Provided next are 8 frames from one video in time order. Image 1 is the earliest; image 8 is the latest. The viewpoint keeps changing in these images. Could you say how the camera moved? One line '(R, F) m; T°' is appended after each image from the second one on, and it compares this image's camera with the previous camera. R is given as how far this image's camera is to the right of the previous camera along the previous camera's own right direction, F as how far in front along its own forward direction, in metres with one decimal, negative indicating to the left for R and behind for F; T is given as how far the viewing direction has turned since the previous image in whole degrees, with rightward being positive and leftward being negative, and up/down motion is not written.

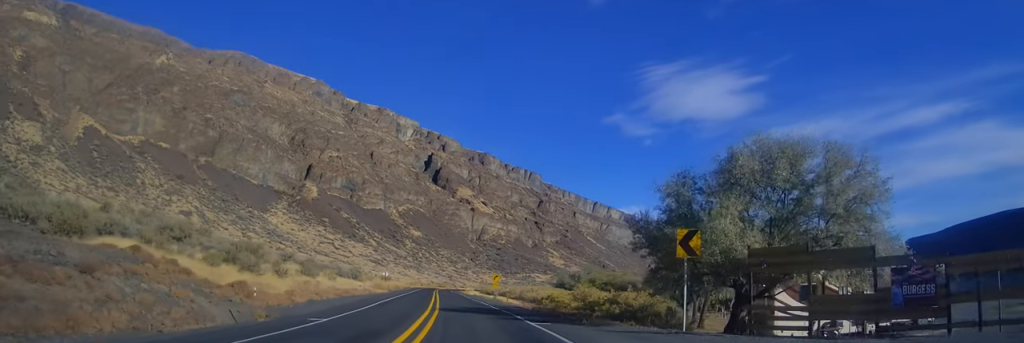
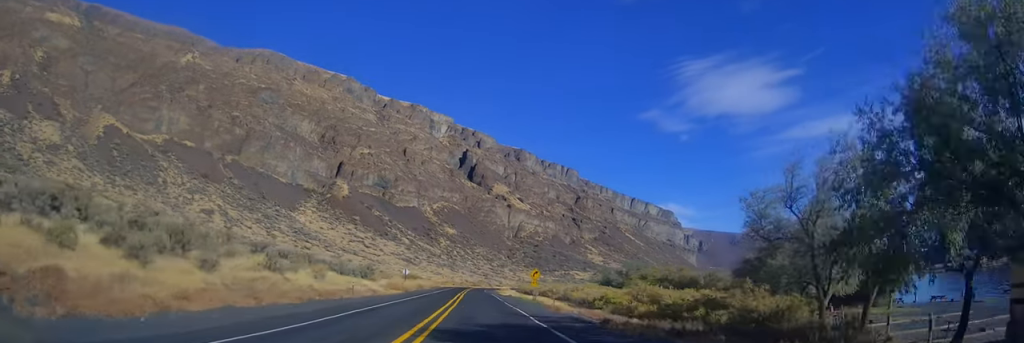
(-1.0, +14.6) m; -4°
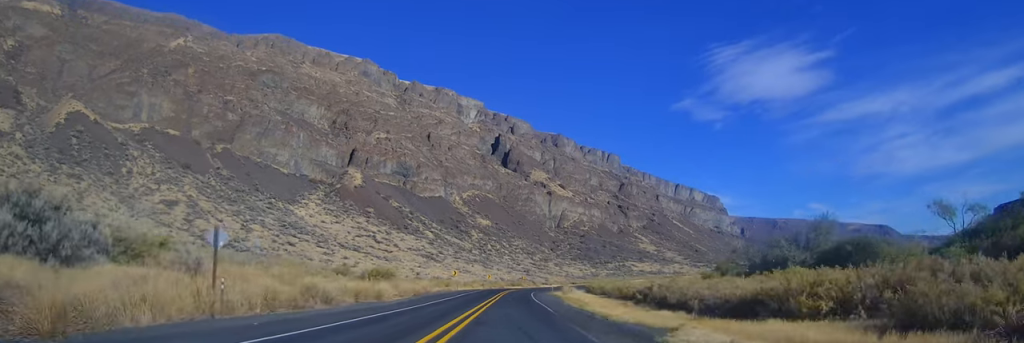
(-5.6, +66.1) m; -8°
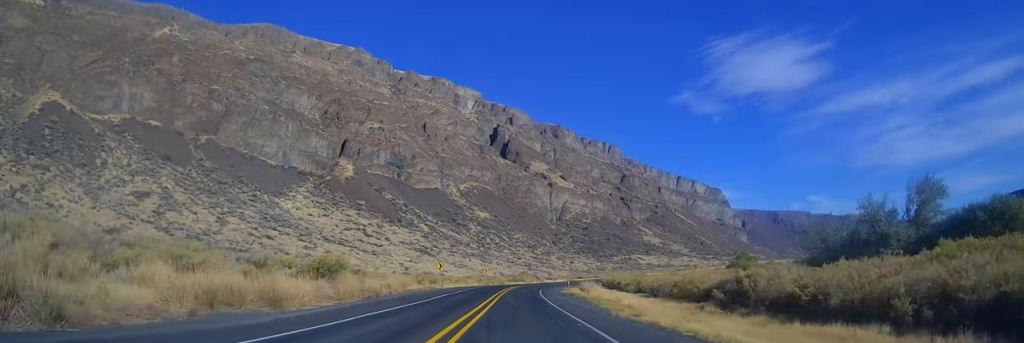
(-0.2, +19.5) m; 0°
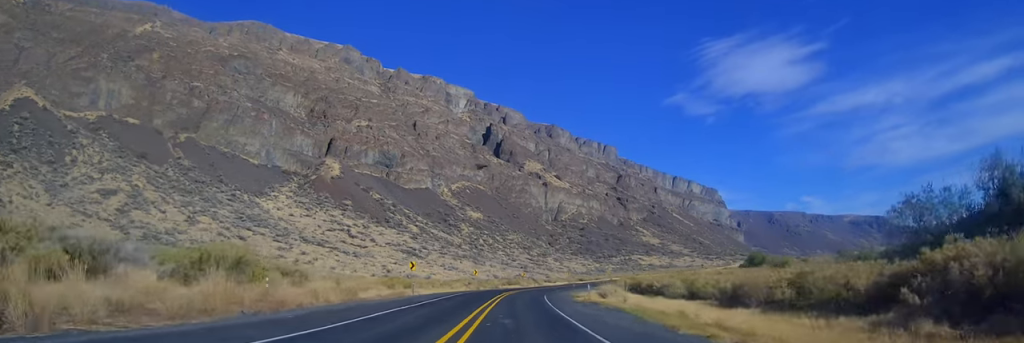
(+0.1, +17.2) m; +1°
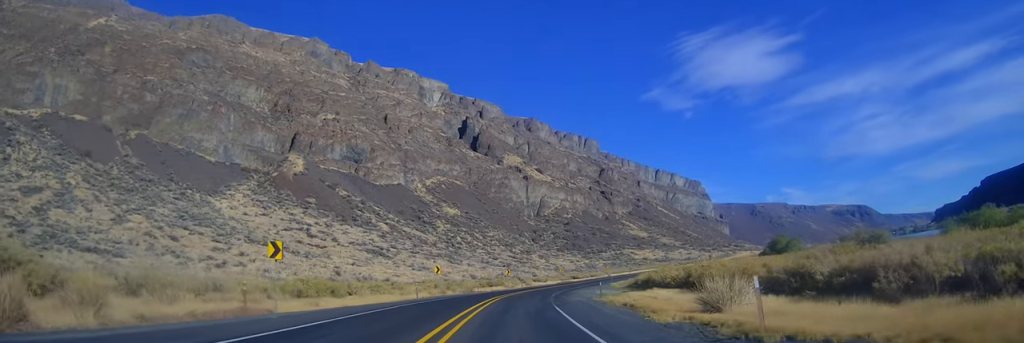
(+0.5, +29.1) m; +2°
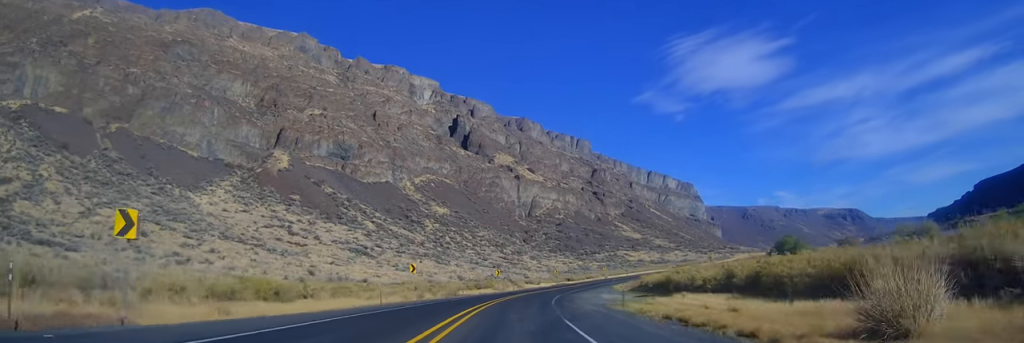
(+0.1, +10.1) m; +1°
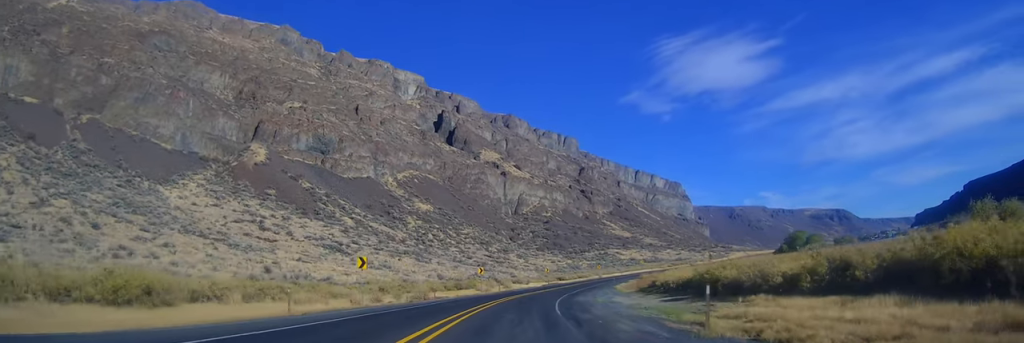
(0.0, +13.5) m; +1°
